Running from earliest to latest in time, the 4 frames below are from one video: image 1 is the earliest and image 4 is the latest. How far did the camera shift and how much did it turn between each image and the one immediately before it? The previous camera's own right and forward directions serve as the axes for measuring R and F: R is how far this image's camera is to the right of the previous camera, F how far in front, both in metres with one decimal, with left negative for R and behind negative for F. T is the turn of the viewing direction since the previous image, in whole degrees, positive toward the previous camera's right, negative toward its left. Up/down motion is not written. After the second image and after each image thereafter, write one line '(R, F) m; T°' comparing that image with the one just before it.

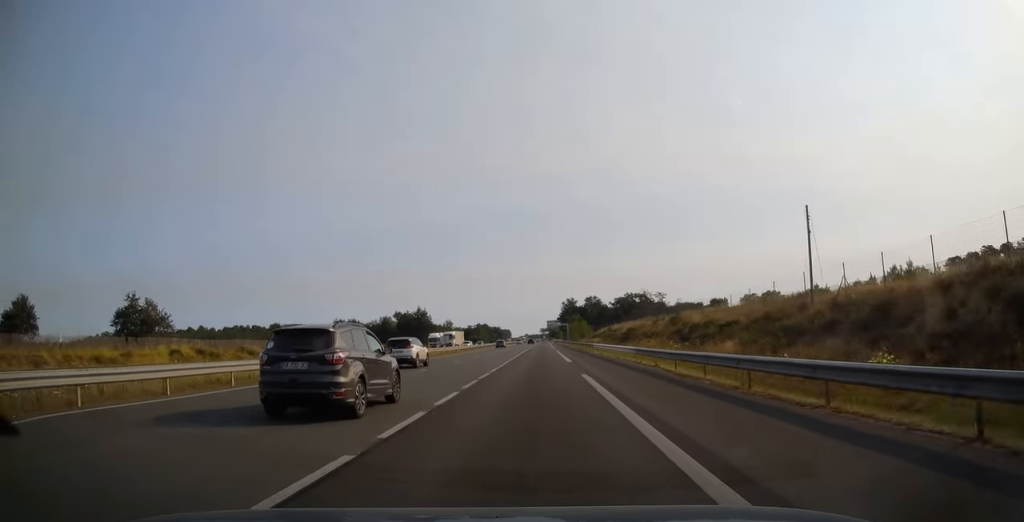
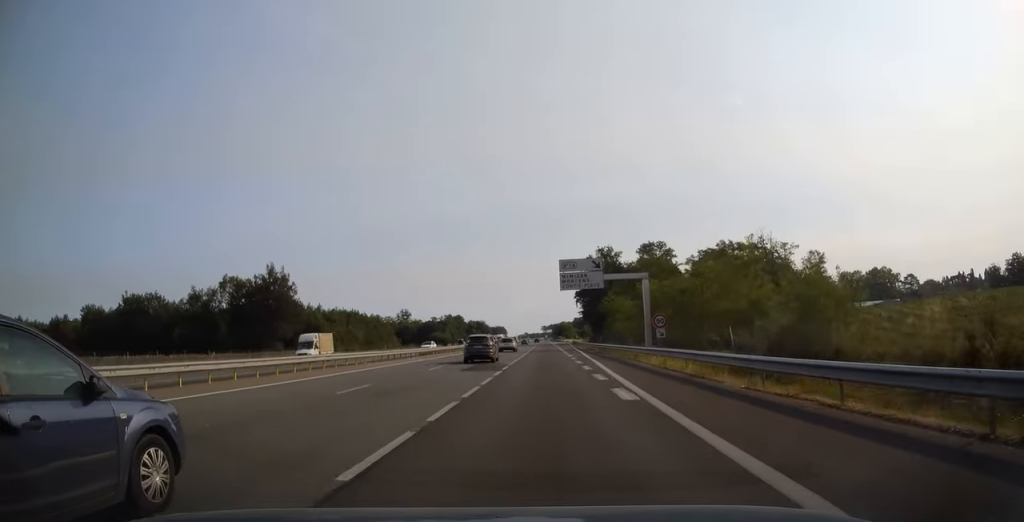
(+0.1, +180.0) m; 0°
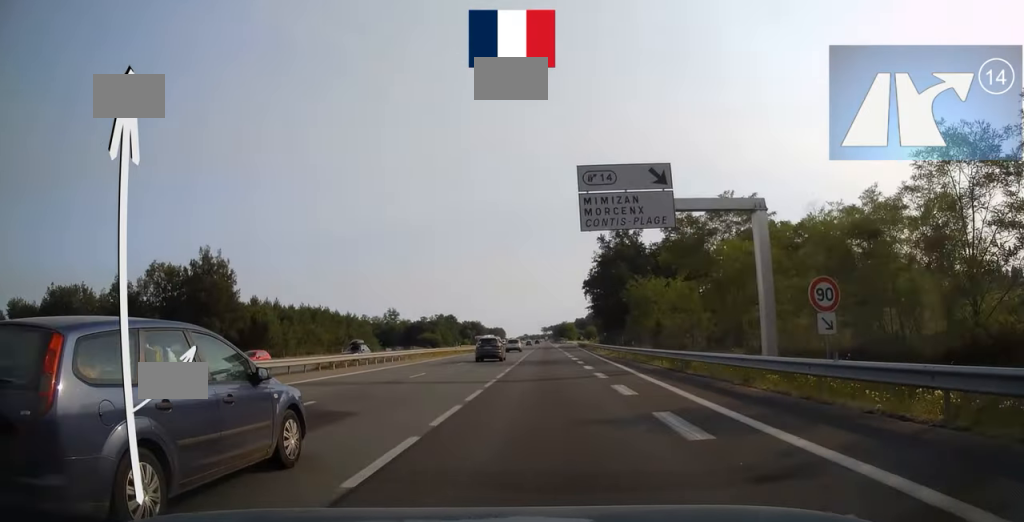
(+0.1, +31.0) m; 0°
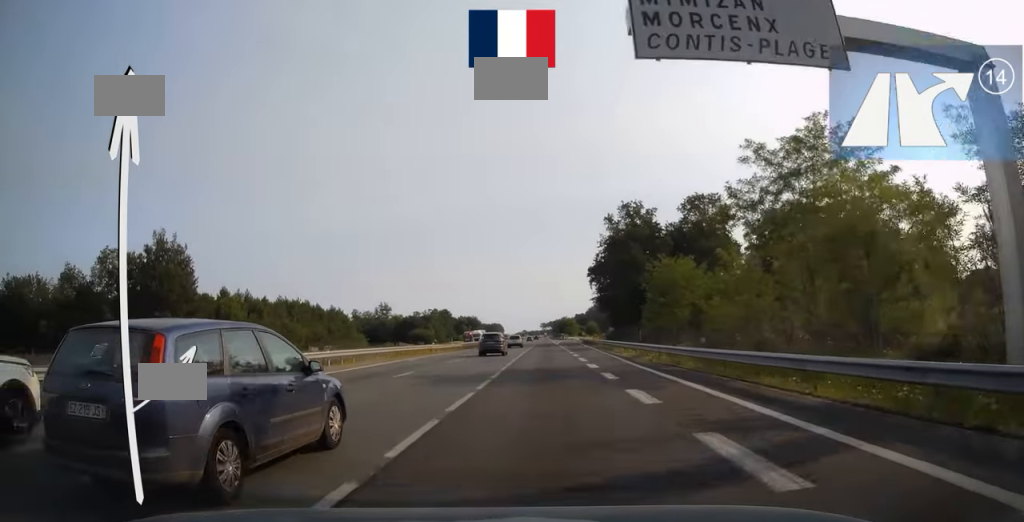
(0.0, +15.7) m; 0°
